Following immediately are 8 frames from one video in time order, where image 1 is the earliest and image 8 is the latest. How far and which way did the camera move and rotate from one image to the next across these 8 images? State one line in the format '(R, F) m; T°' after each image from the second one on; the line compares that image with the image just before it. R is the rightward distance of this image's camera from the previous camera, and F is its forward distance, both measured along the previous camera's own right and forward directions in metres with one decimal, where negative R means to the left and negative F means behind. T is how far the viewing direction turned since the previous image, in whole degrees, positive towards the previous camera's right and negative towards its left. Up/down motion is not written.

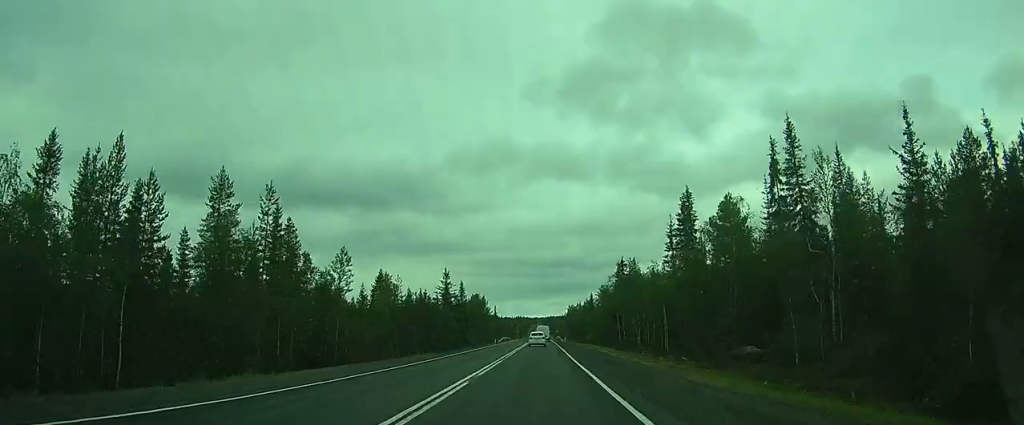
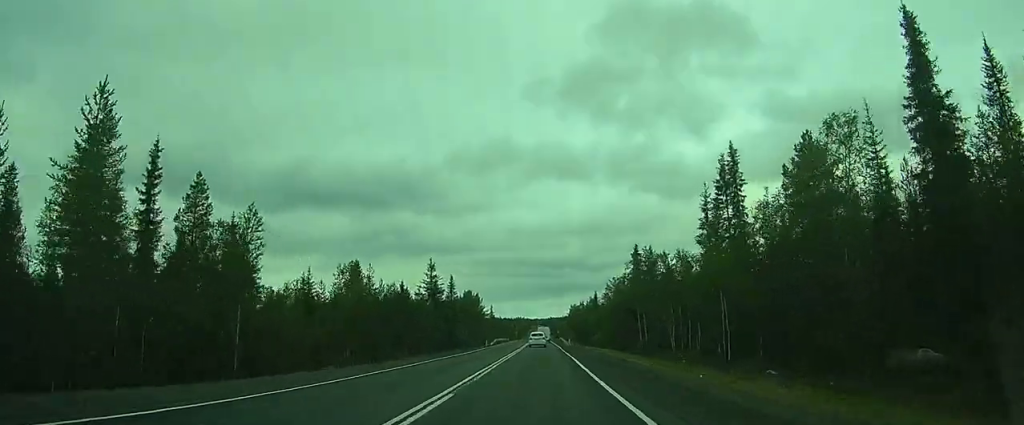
(0.0, +14.6) m; 0°
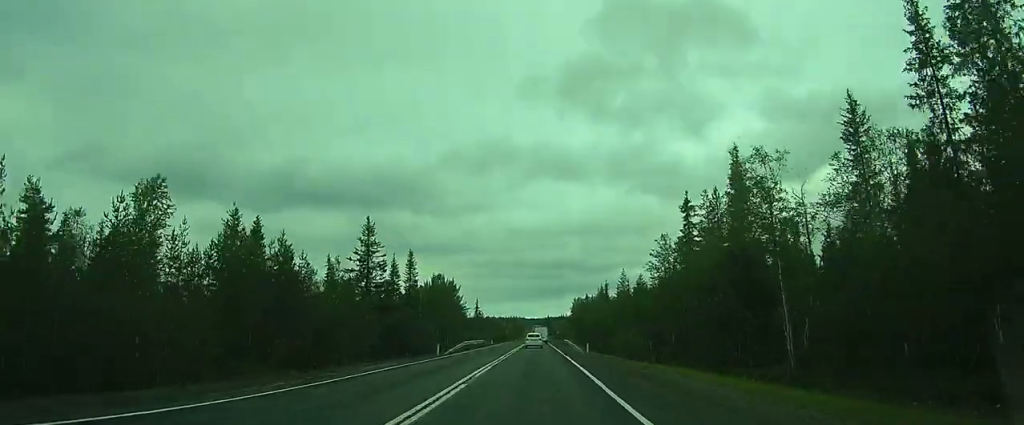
(+0.2, +33.1) m; +1°
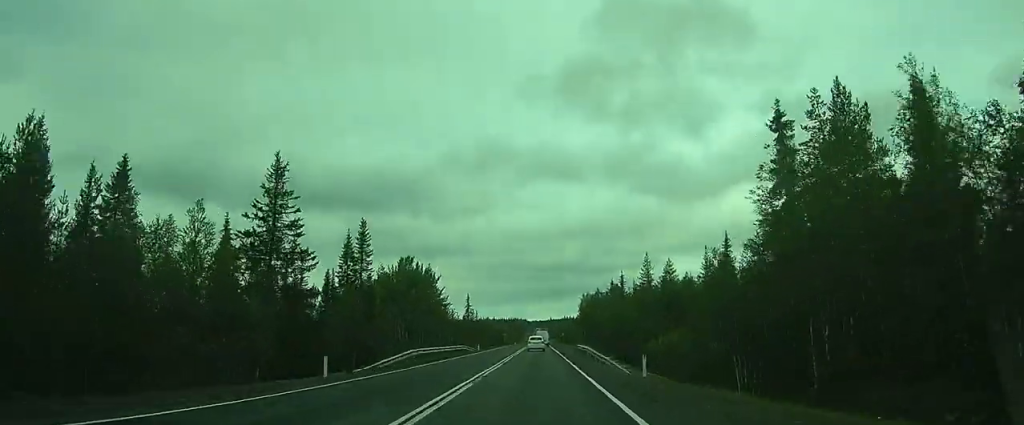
(0.0, +22.5) m; 0°
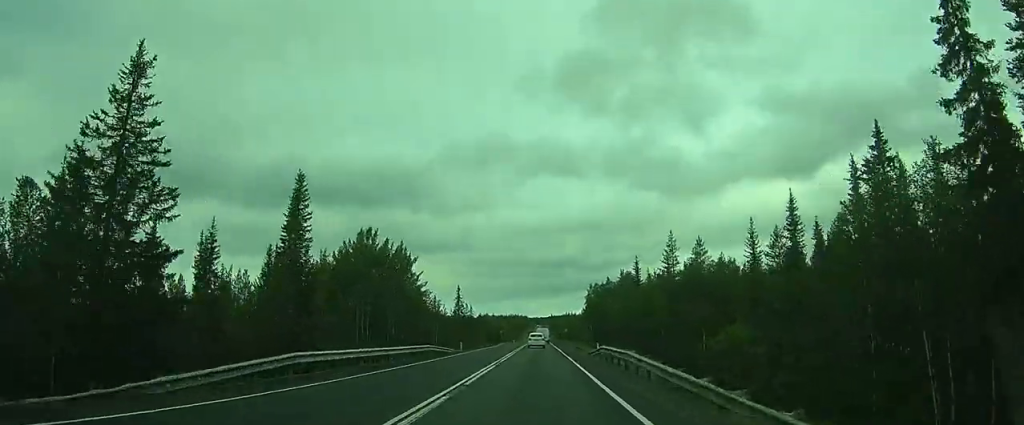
(+0.2, +16.1) m; 0°
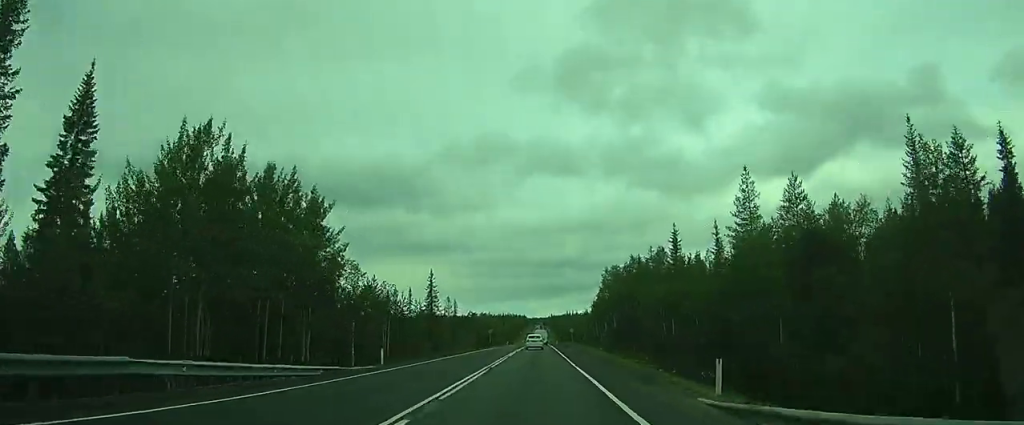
(-0.5, +27.3) m; -1°
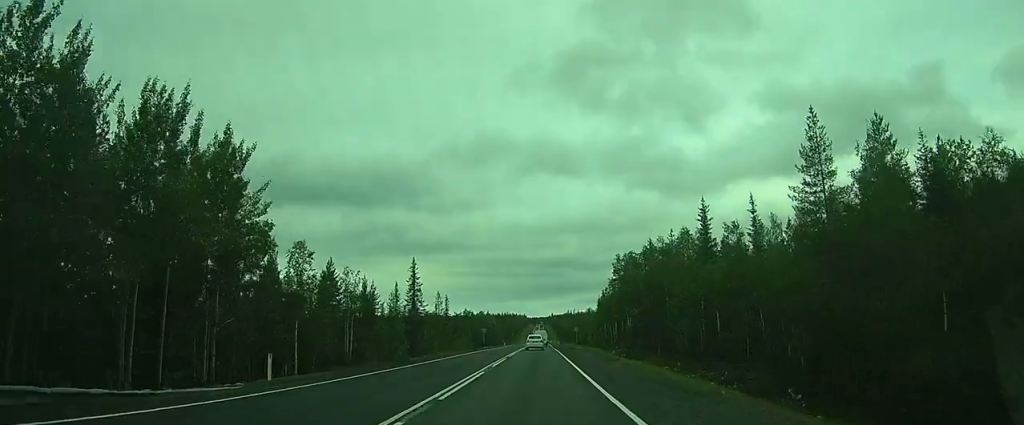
(0.0, +12.0) m; 0°
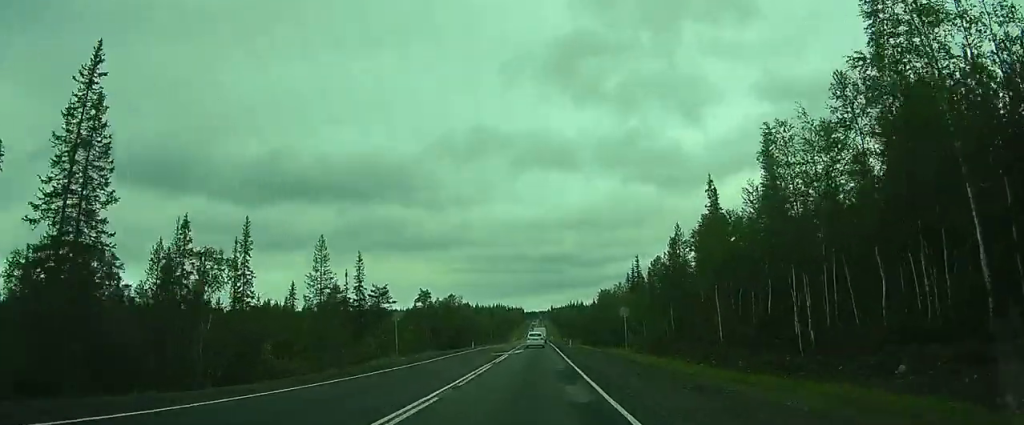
(-0.3, +56.2) m; -1°
